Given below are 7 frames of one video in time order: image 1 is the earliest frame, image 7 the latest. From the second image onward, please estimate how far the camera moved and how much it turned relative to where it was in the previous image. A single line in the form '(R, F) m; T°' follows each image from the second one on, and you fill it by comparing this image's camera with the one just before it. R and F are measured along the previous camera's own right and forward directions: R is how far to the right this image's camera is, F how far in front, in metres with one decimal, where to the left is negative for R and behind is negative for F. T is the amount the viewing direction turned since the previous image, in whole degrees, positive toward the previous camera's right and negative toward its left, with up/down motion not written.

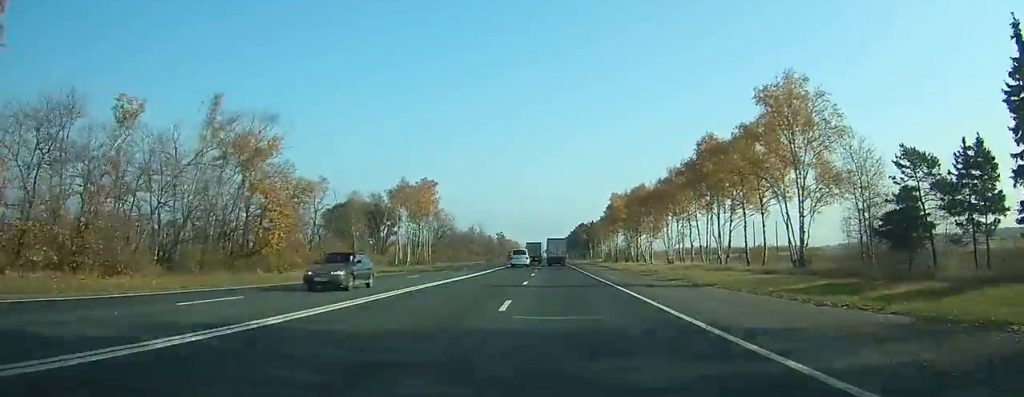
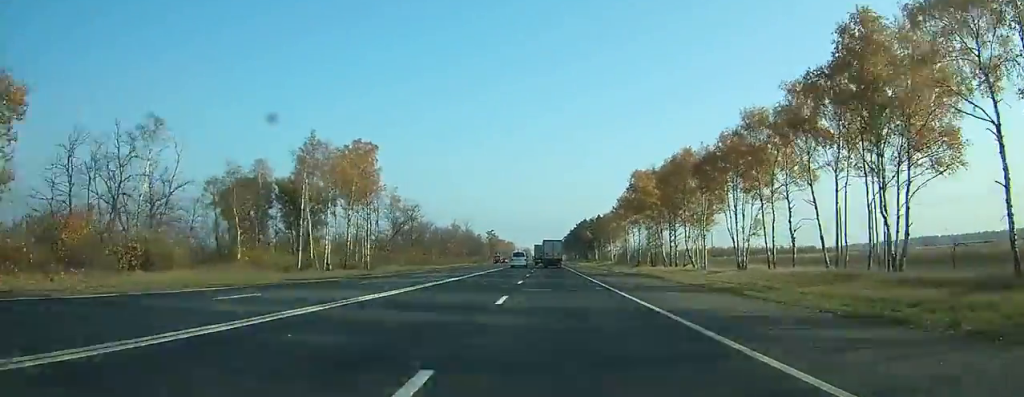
(+0.1, +47.7) m; 0°
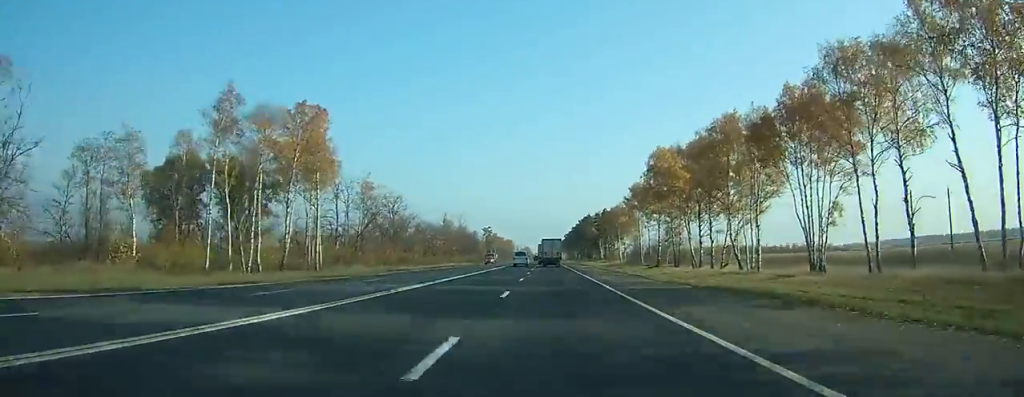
(0.0, +22.7) m; 0°
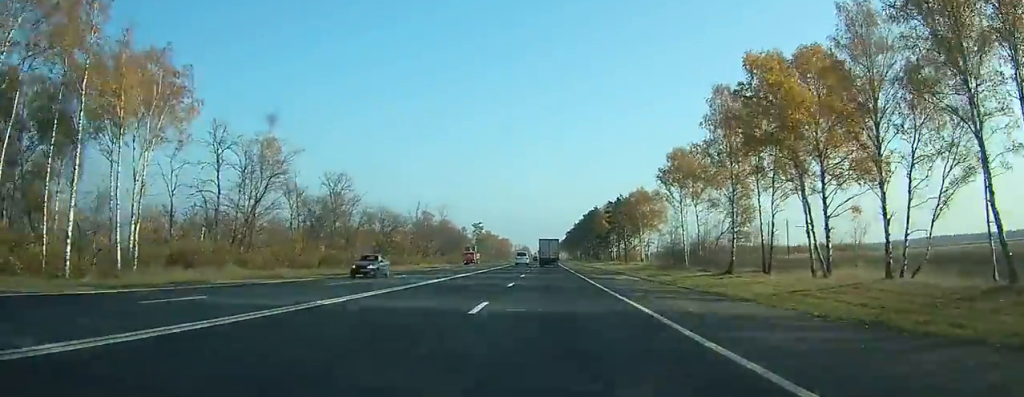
(0.0, +43.9) m; 0°
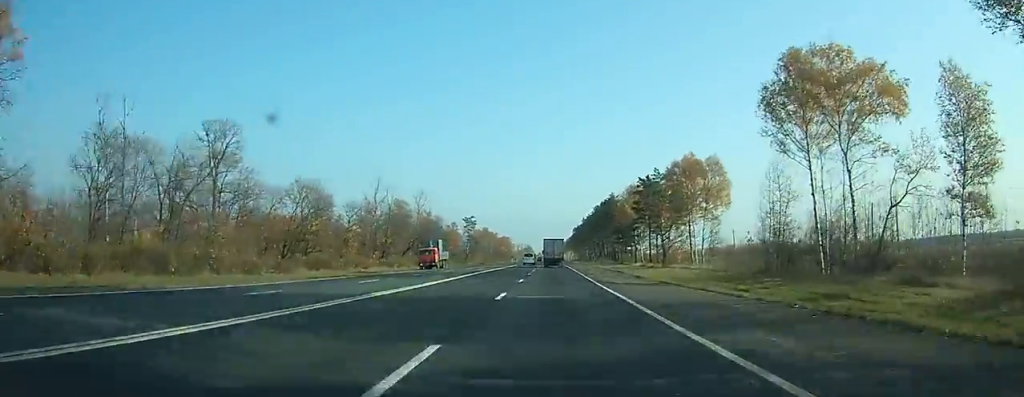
(+0.1, +43.9) m; +2°
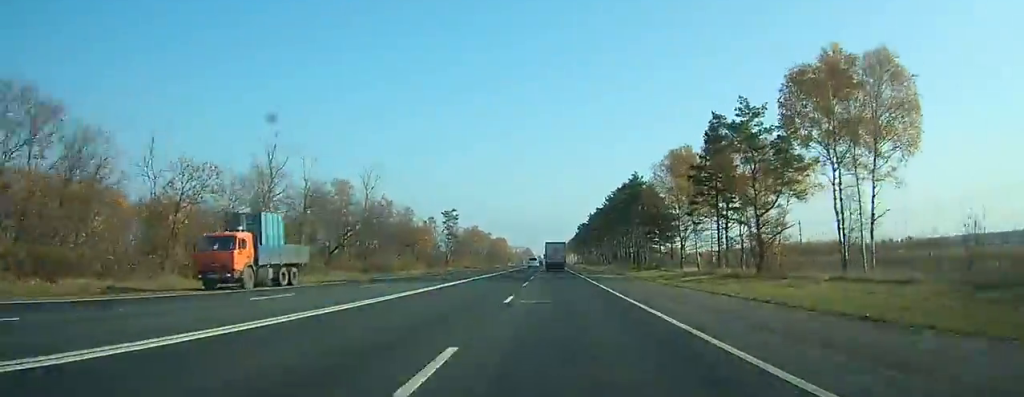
(+2.2, +45.1) m; +1°
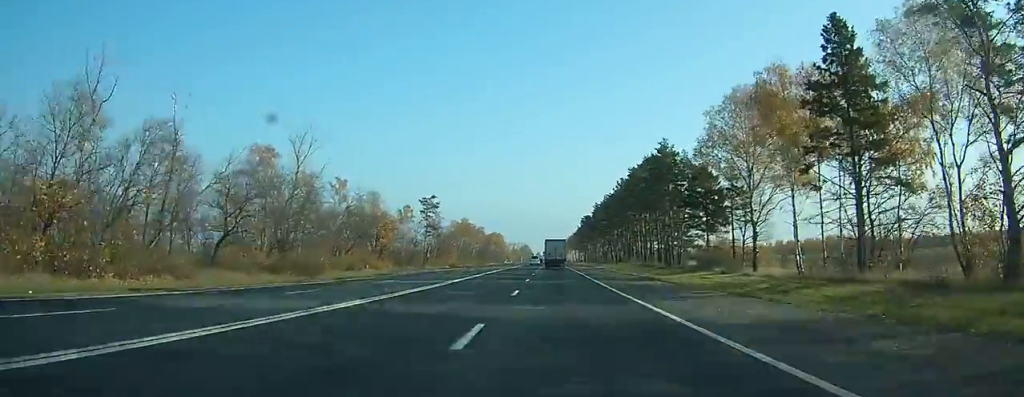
(+0.9, +31.5) m; -5°
